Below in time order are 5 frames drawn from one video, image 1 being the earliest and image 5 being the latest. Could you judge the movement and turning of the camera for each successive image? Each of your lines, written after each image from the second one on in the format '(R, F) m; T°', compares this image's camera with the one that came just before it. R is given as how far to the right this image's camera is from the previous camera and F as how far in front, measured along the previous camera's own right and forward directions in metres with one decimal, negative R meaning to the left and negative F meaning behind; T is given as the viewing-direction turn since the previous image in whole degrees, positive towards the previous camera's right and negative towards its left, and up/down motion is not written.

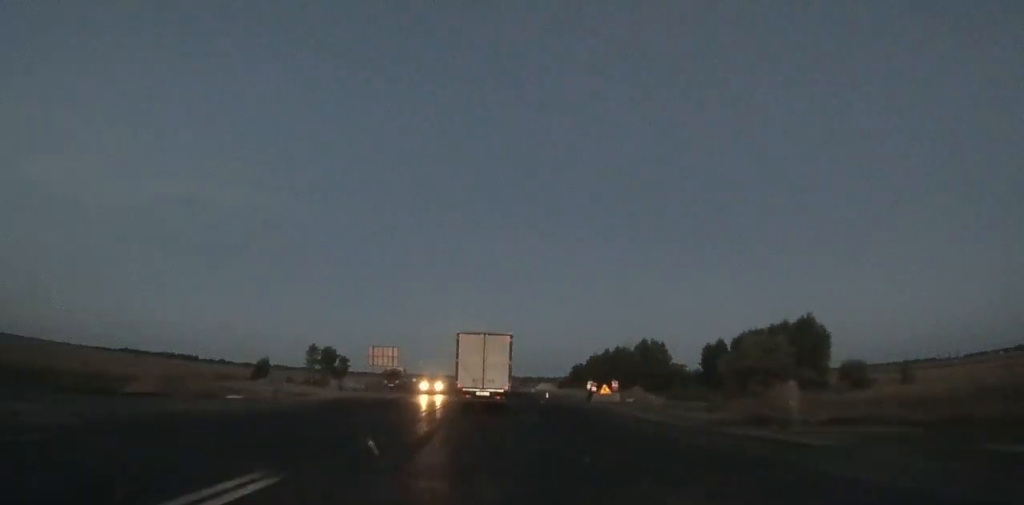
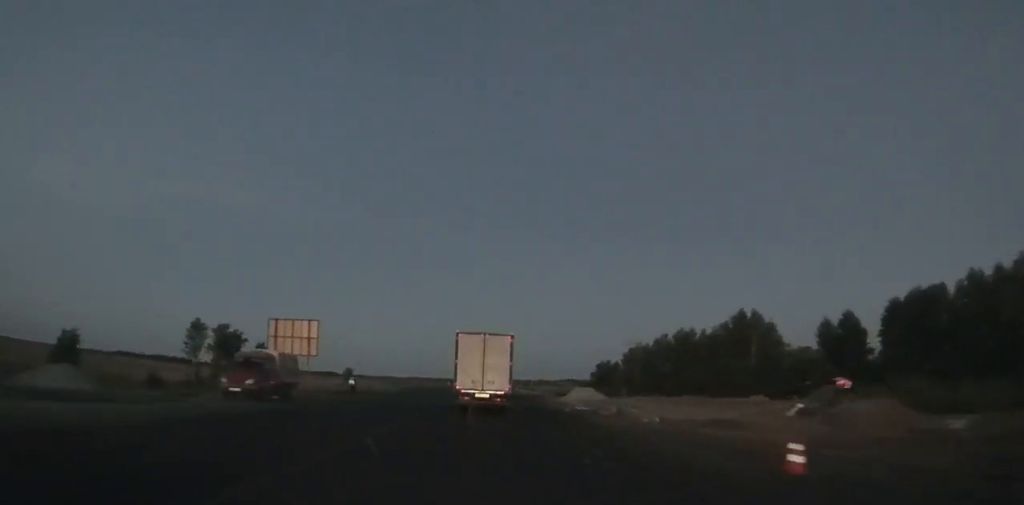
(+0.2, +42.0) m; +1°
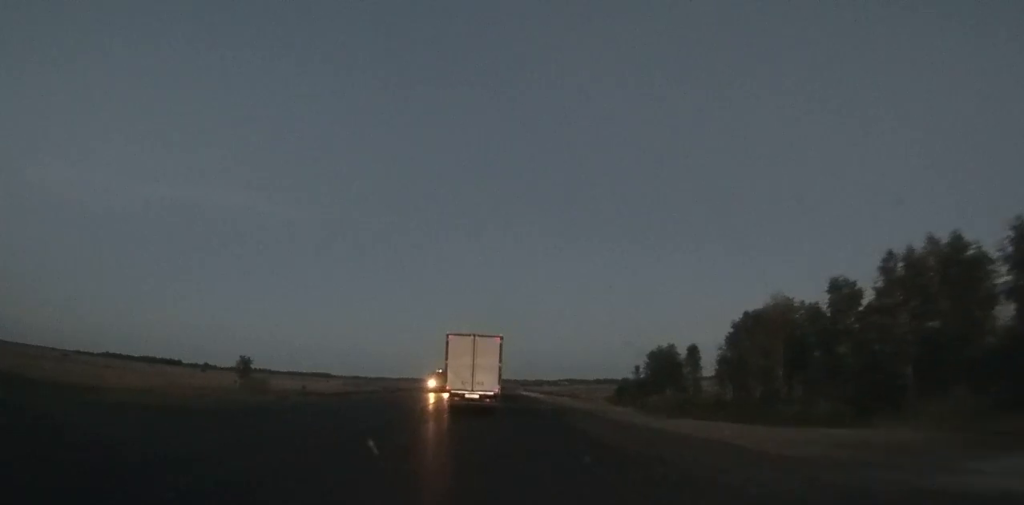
(+0.5, +48.3) m; +1°
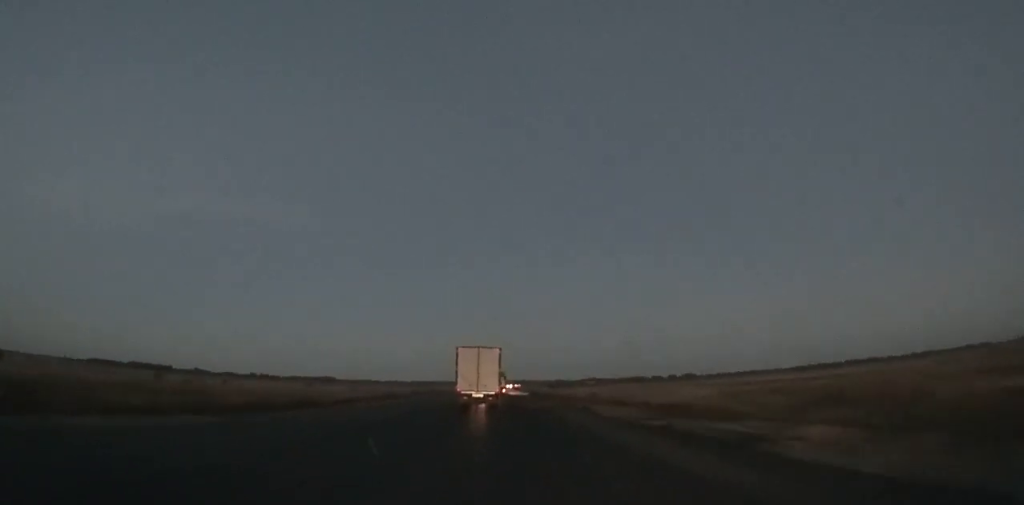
(-0.4, +150.0) m; -1°
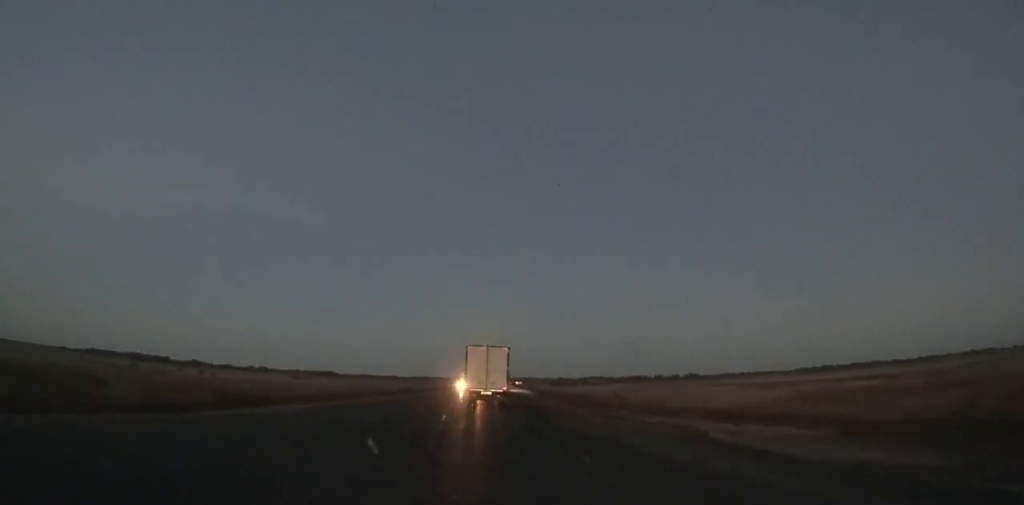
(-0.1, +19.8) m; 0°
